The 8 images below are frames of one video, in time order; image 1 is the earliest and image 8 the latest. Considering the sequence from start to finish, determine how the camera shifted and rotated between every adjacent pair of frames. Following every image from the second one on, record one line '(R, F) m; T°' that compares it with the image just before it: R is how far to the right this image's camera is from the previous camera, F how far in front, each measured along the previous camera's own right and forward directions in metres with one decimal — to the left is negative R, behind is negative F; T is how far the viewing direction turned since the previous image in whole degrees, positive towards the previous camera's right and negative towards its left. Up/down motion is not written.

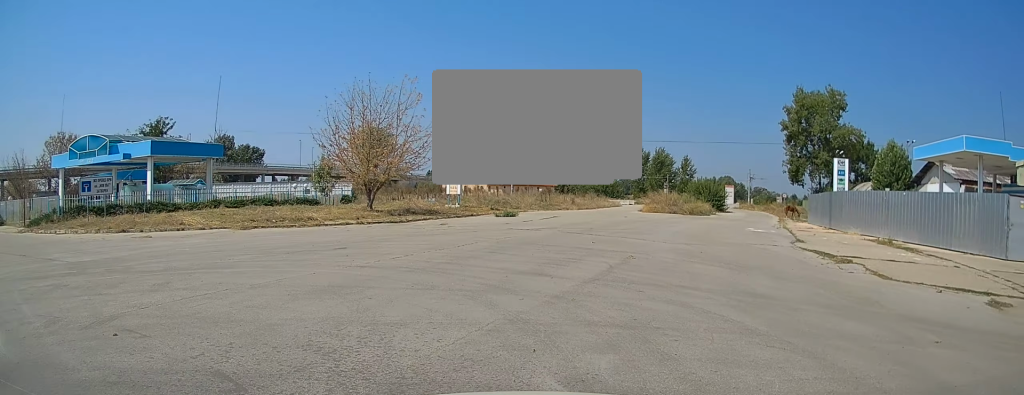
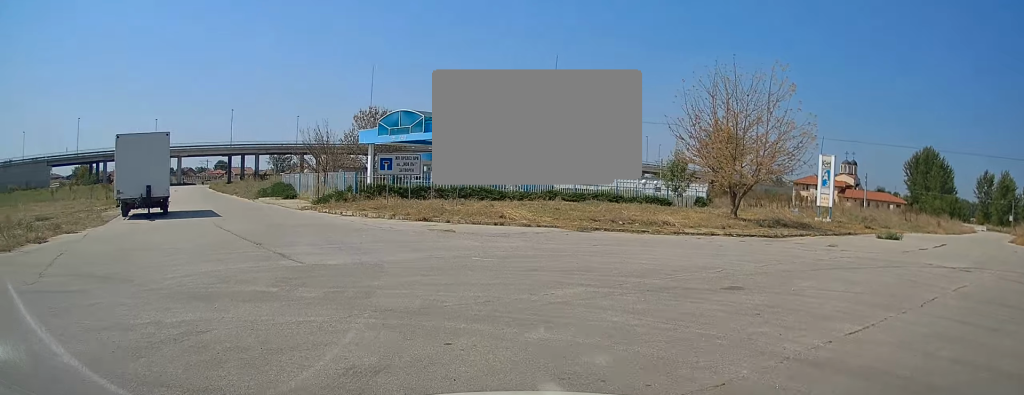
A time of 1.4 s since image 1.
(-1.0, +6.1) m; -19°
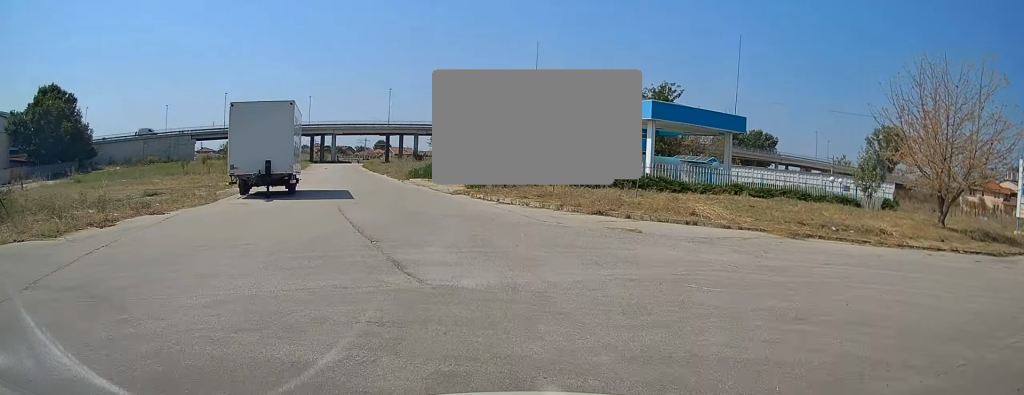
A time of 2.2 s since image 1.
(-0.5, +4.1) m; -9°
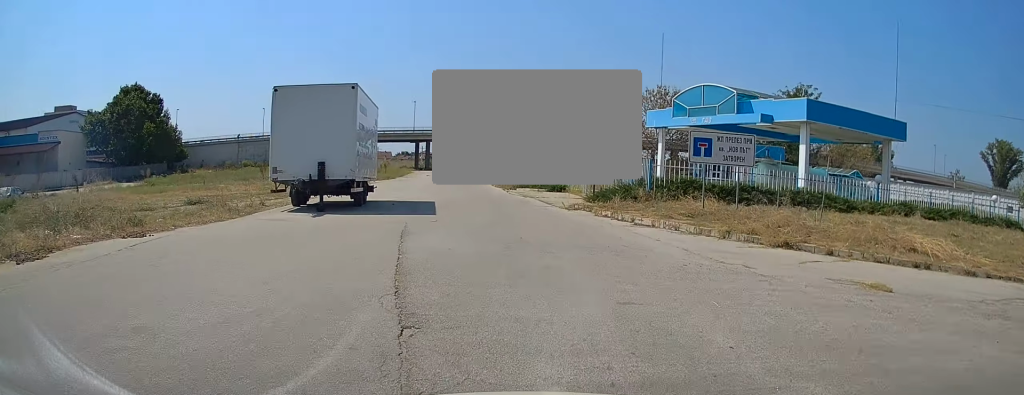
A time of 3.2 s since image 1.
(-0.6, +6.2) m; -11°
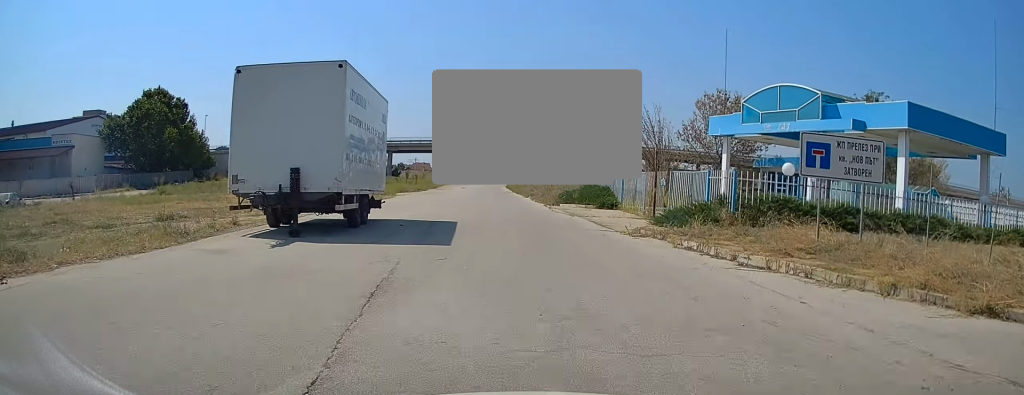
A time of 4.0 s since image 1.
(-0.4, +5.3) m; -6°
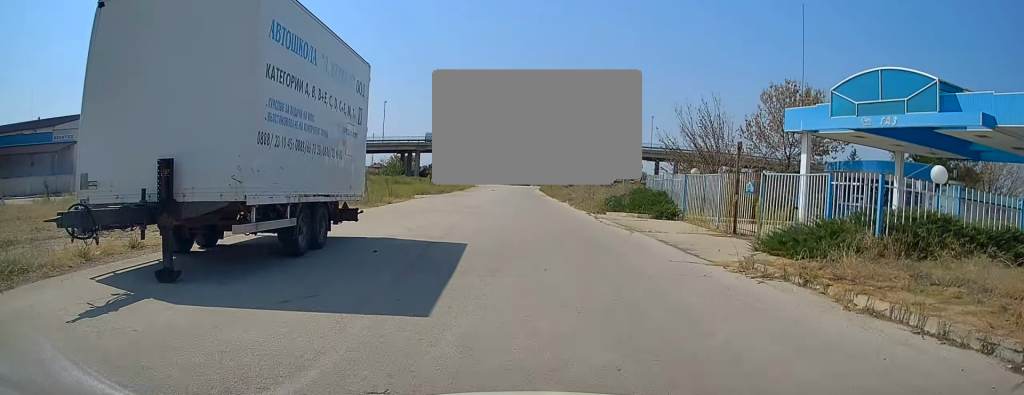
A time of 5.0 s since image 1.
(-0.3, +6.5) m; -3°
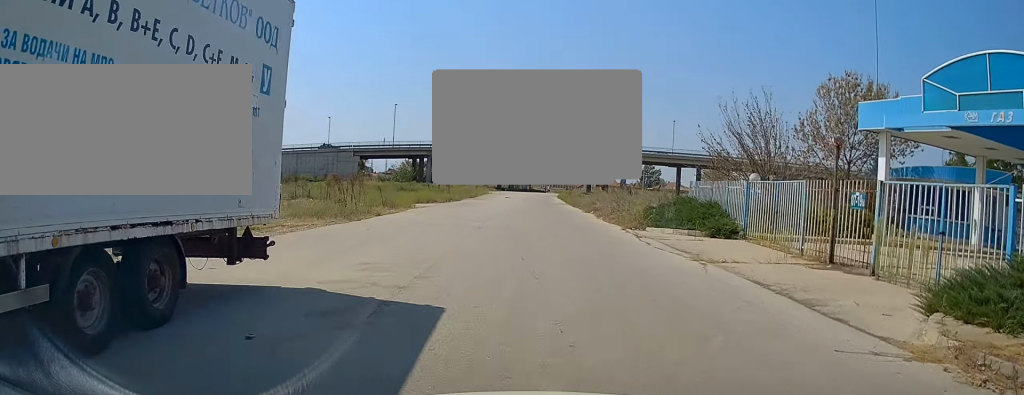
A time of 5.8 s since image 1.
(0.0, +5.7) m; -1°
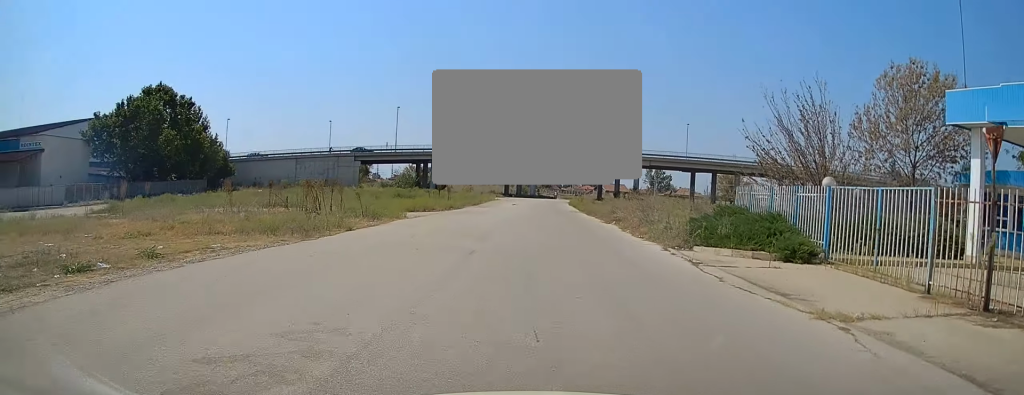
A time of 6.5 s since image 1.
(-0.1, +5.1) m; -2°
